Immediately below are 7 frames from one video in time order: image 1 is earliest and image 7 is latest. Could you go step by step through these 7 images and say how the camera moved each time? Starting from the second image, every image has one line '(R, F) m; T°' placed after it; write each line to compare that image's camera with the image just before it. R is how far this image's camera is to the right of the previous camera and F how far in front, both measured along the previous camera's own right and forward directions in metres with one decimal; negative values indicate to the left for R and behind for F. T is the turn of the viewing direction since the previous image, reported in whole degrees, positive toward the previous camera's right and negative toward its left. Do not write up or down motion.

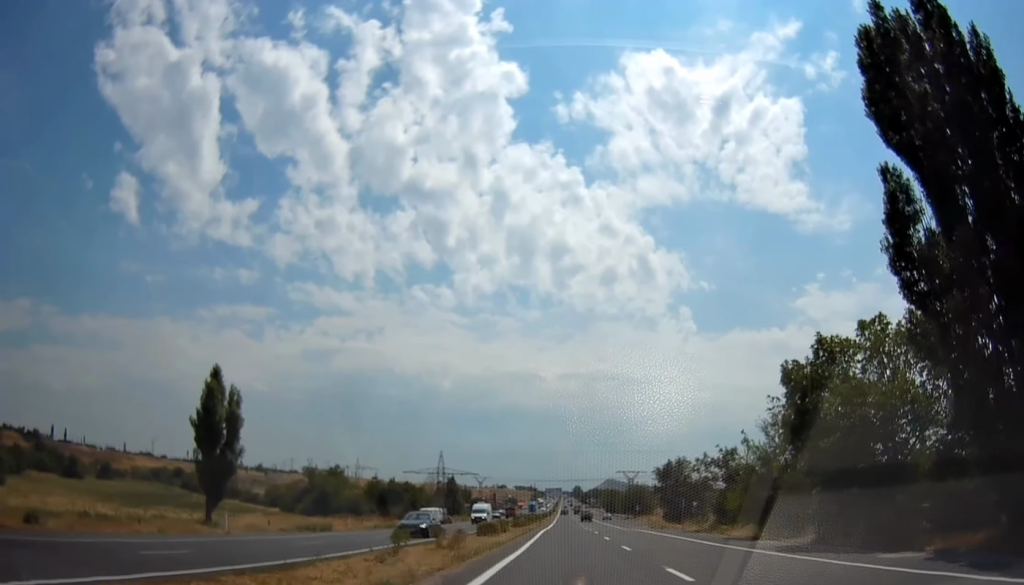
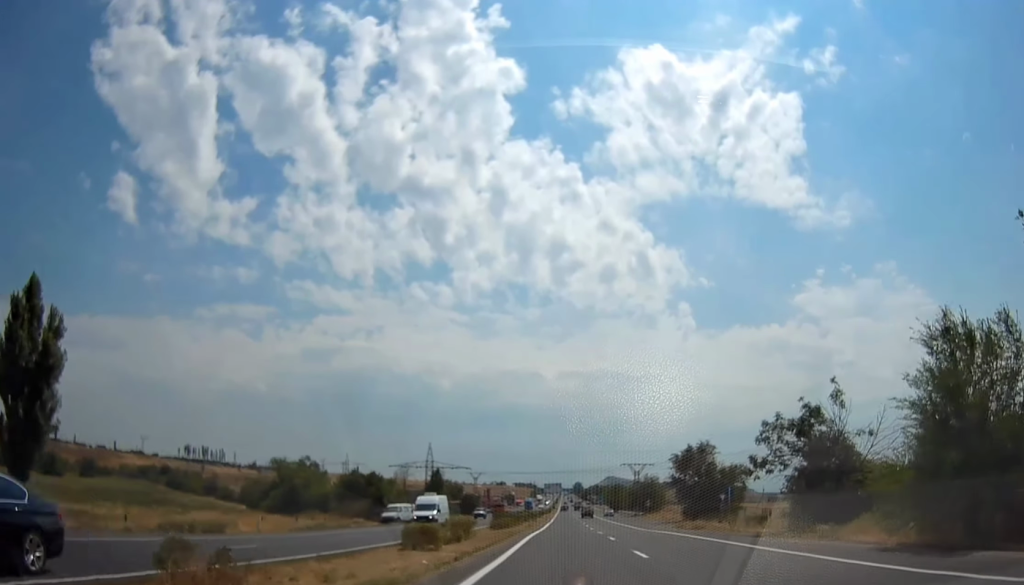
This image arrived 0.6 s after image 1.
(+0.1, +16.8) m; +1°
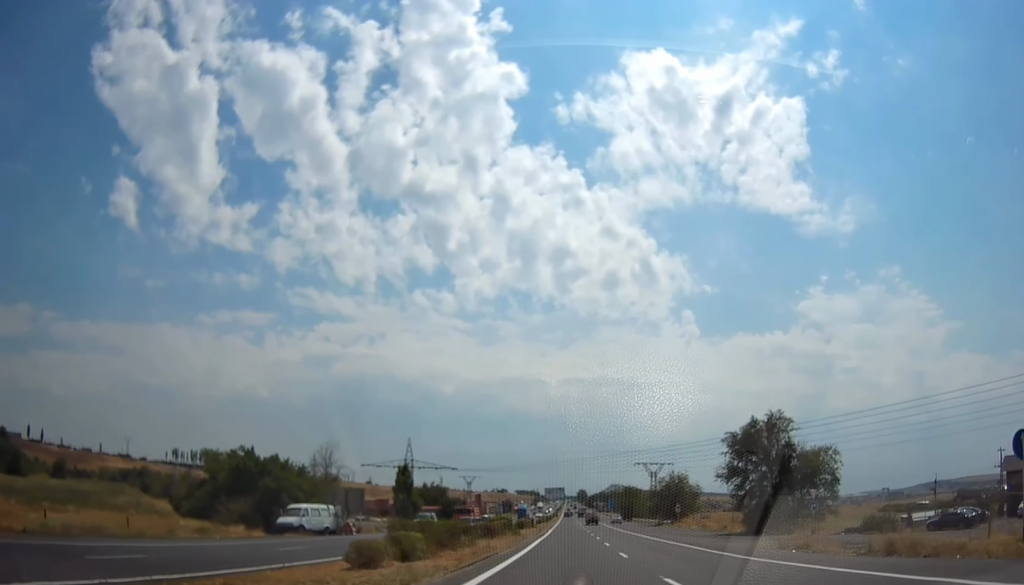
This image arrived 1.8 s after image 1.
(+0.2, +28.6) m; 0°
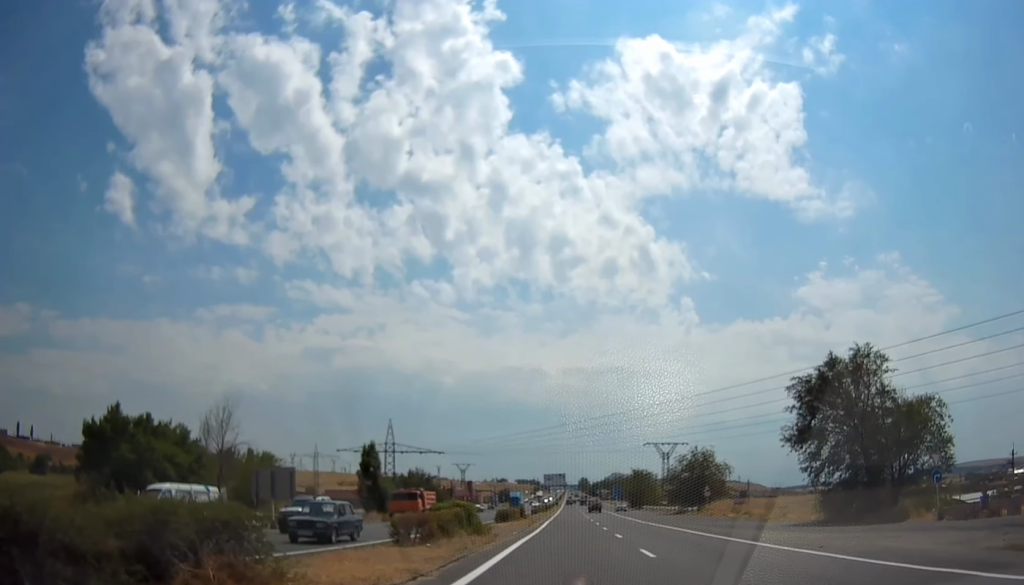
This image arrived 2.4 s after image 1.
(+0.3, +17.7) m; -1°
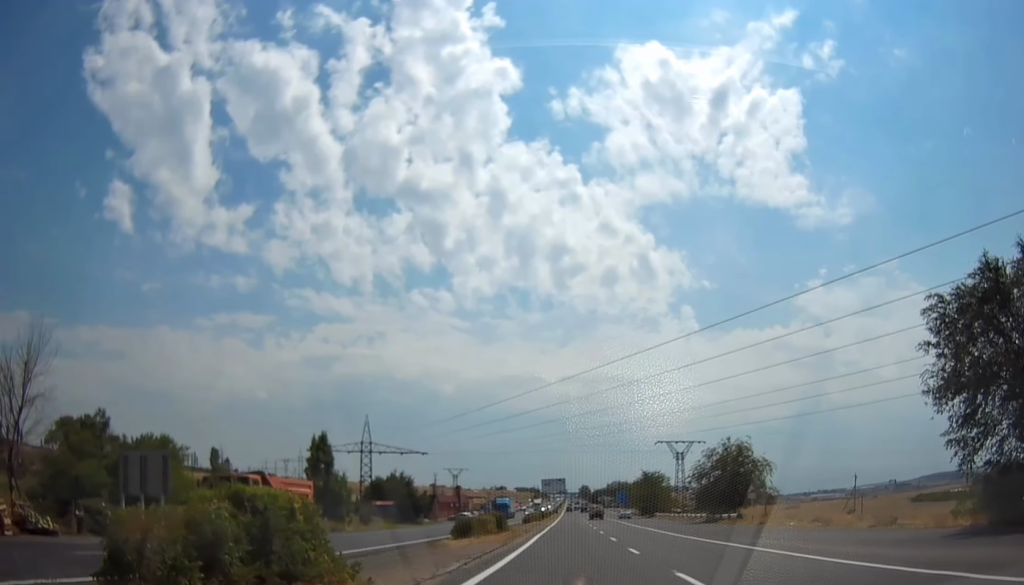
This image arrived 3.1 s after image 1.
(-0.3, +17.0) m; -1°
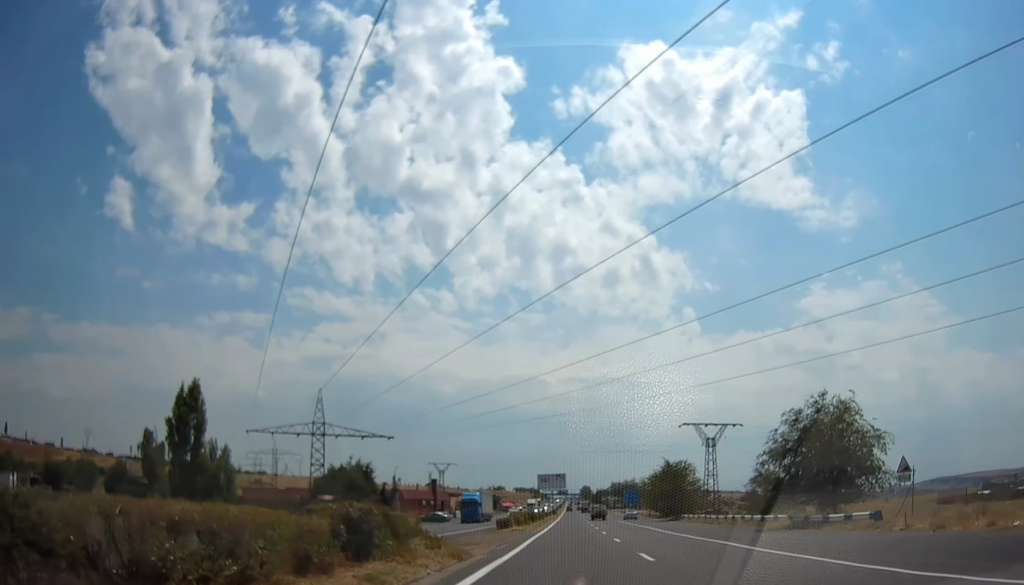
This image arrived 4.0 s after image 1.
(-0.2, +25.0) m; 0°
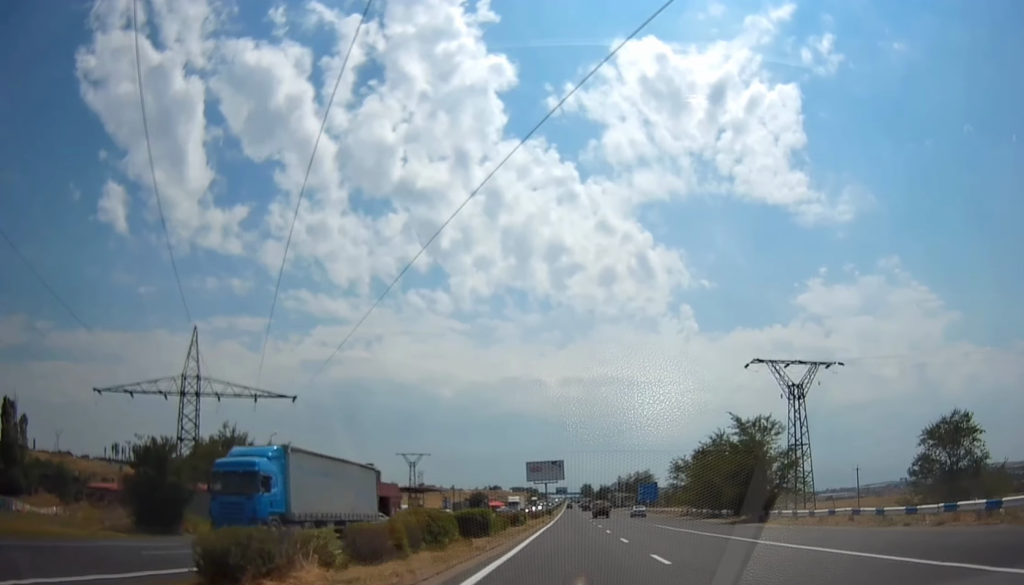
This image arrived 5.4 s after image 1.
(+0.4, +36.4) m; +1°
